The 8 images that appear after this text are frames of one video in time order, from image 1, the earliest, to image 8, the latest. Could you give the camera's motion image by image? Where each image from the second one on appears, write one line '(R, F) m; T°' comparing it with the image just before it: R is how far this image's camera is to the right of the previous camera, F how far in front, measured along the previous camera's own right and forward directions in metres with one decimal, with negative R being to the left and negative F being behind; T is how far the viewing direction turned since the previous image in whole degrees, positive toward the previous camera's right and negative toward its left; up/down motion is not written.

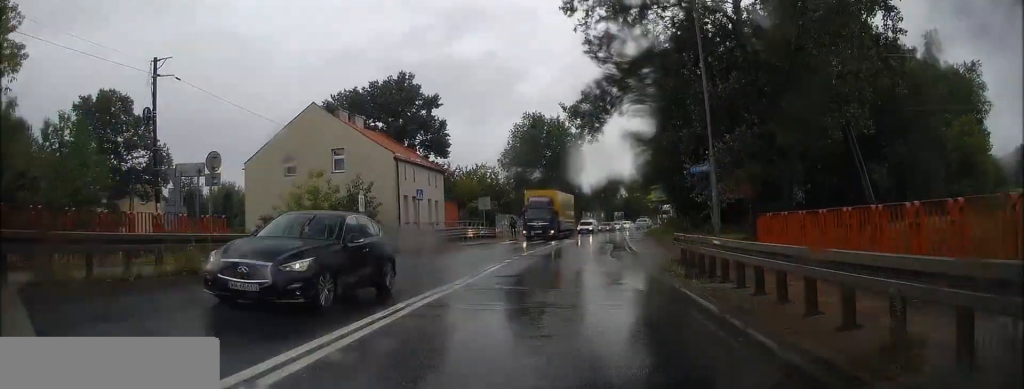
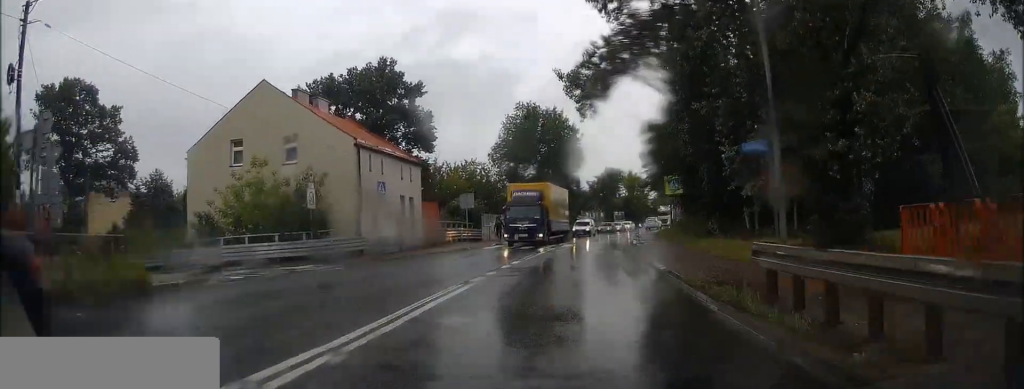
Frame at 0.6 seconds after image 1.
(0.0, +6.7) m; +1°
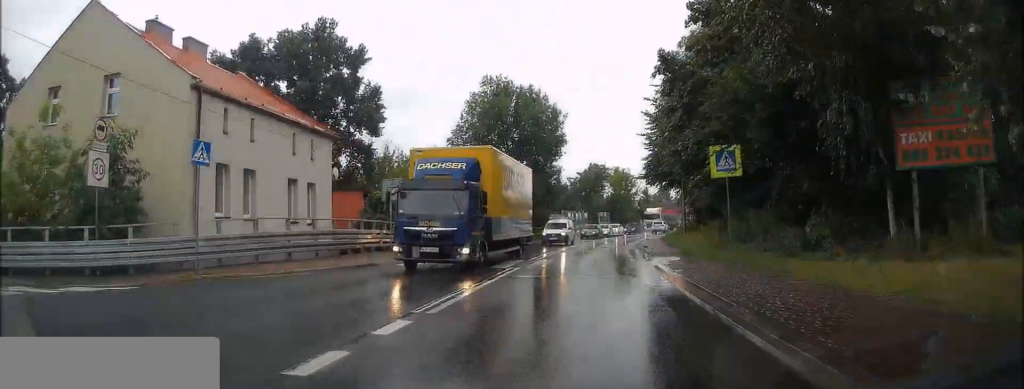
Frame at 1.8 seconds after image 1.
(+0.2, +13.1) m; +2°
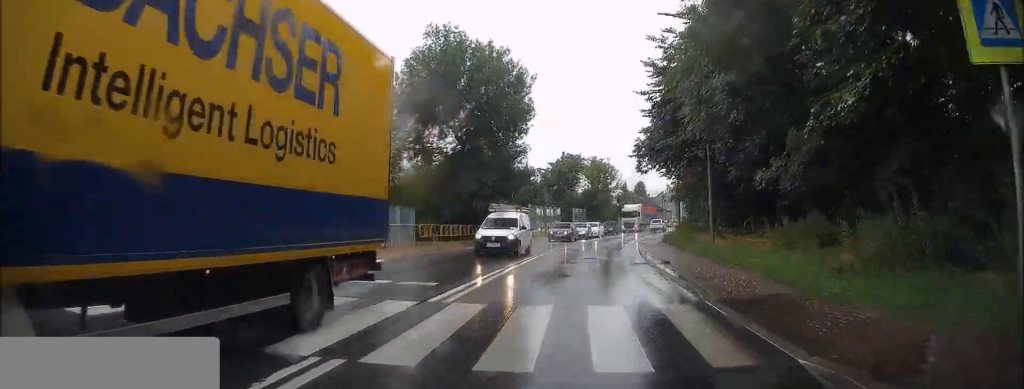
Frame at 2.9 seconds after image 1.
(+0.1, +12.9) m; +3°
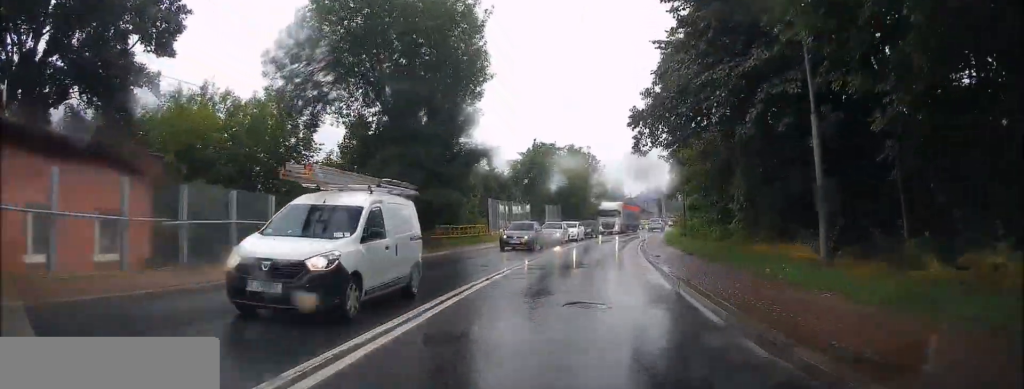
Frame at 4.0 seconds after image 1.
(+0.5, +12.4) m; +3°
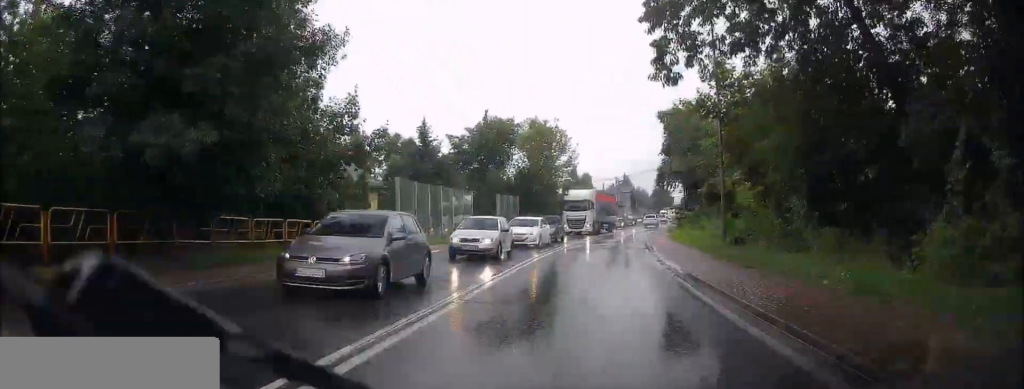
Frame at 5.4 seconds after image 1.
(+0.2, +17.2) m; +1°
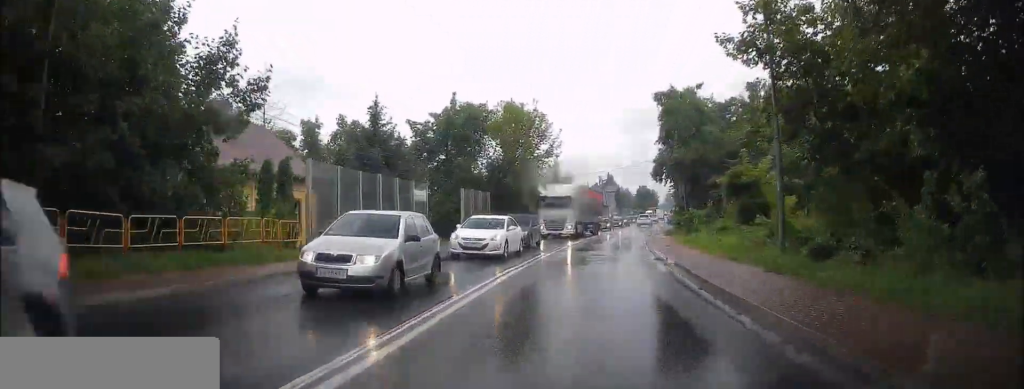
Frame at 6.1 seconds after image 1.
(0.0, +8.1) m; +1°
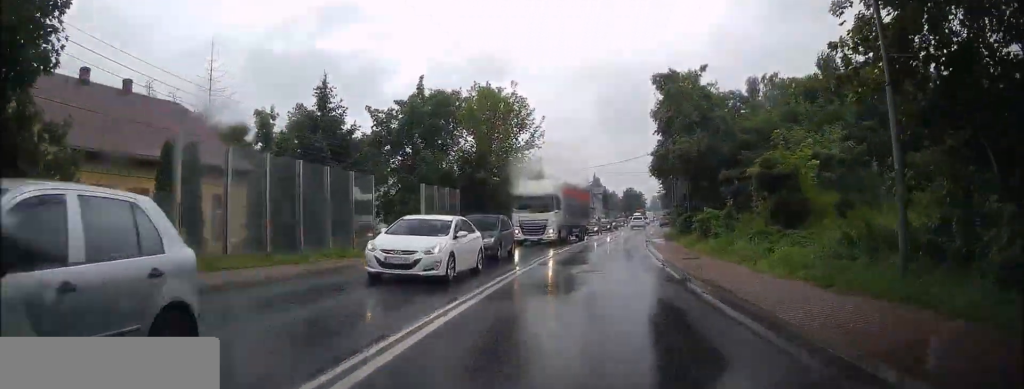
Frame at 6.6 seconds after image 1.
(+0.1, +6.6) m; +1°
